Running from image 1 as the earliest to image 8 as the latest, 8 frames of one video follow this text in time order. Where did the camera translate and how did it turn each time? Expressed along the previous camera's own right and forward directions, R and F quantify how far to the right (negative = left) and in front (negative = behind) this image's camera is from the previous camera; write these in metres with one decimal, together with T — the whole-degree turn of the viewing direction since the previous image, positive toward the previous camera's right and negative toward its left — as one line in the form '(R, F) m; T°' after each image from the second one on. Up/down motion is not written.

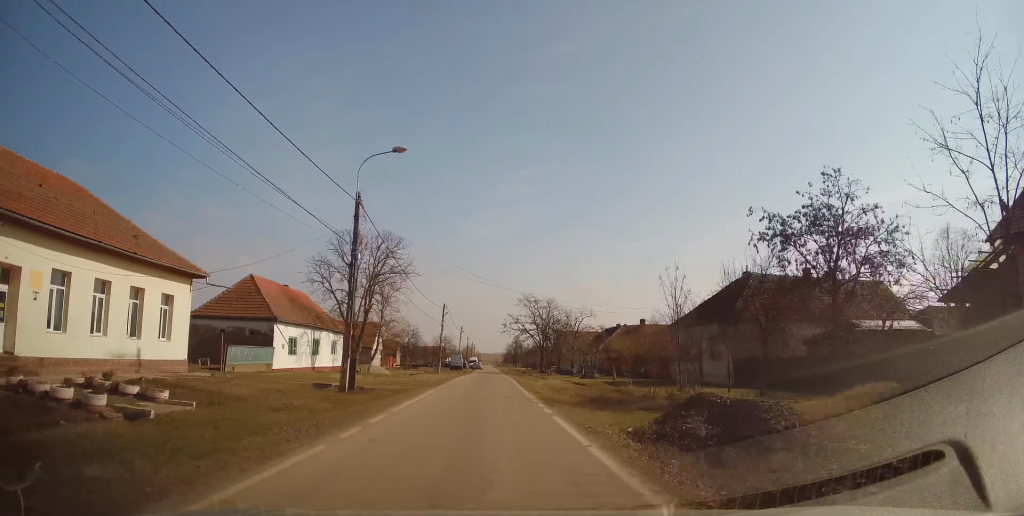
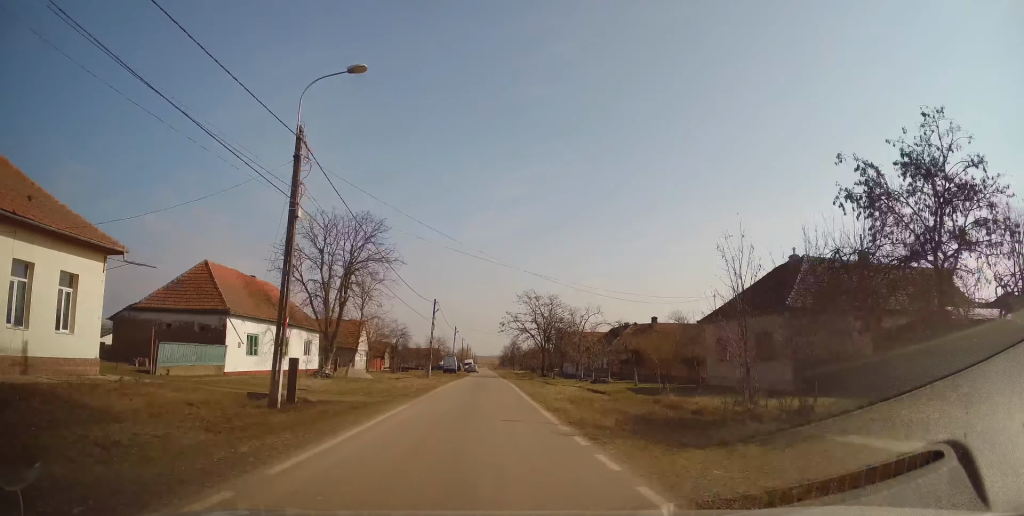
(+0.2, +6.4) m; 0°
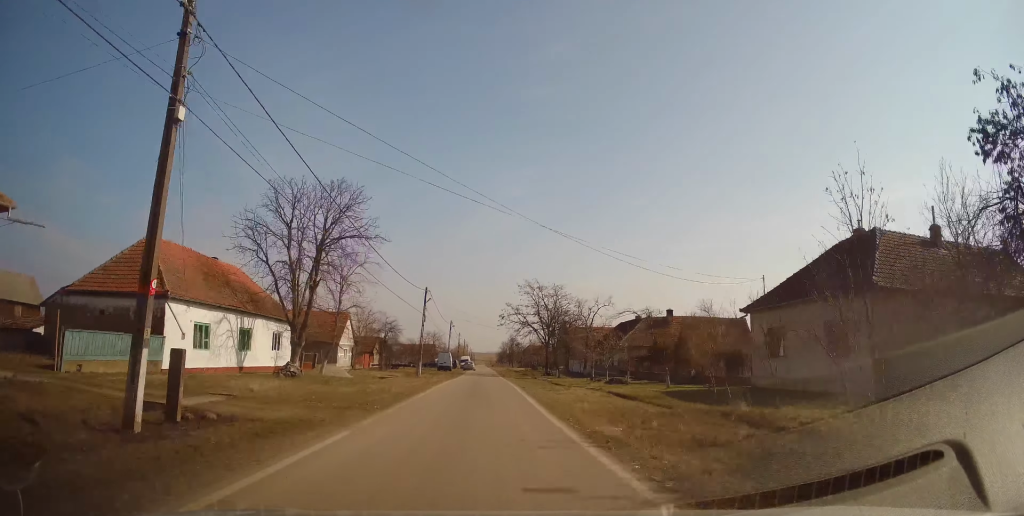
(0.0, +6.2) m; 0°
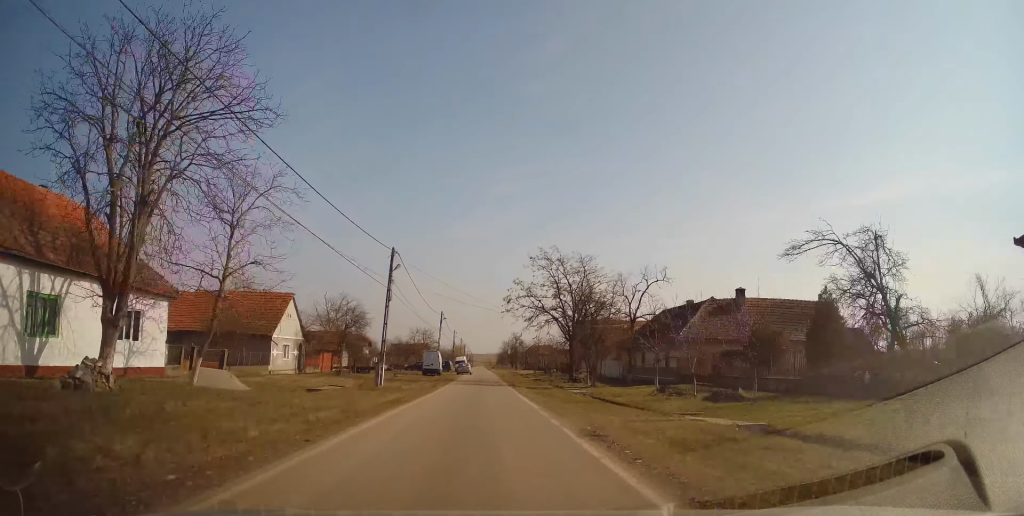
(-0.2, +17.8) m; 0°
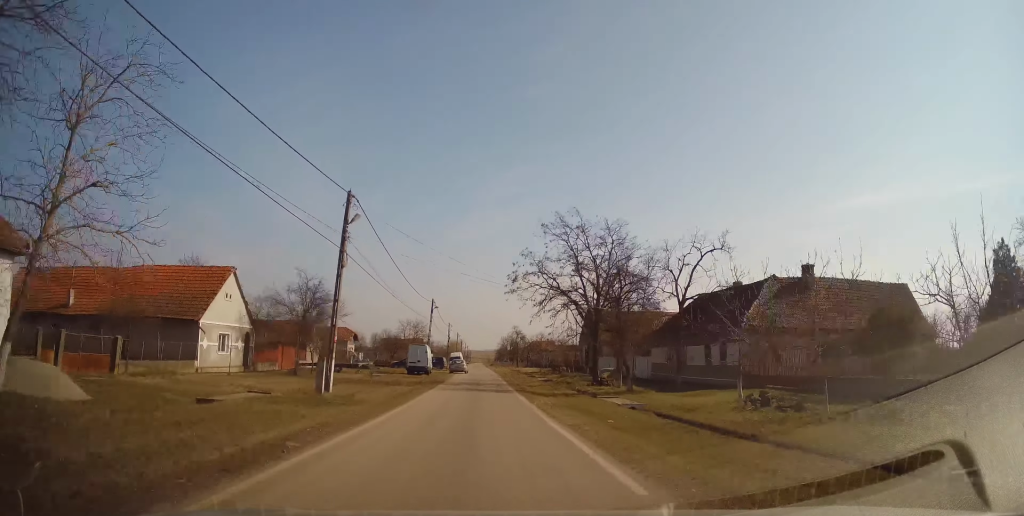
(+0.3, +10.1) m; 0°
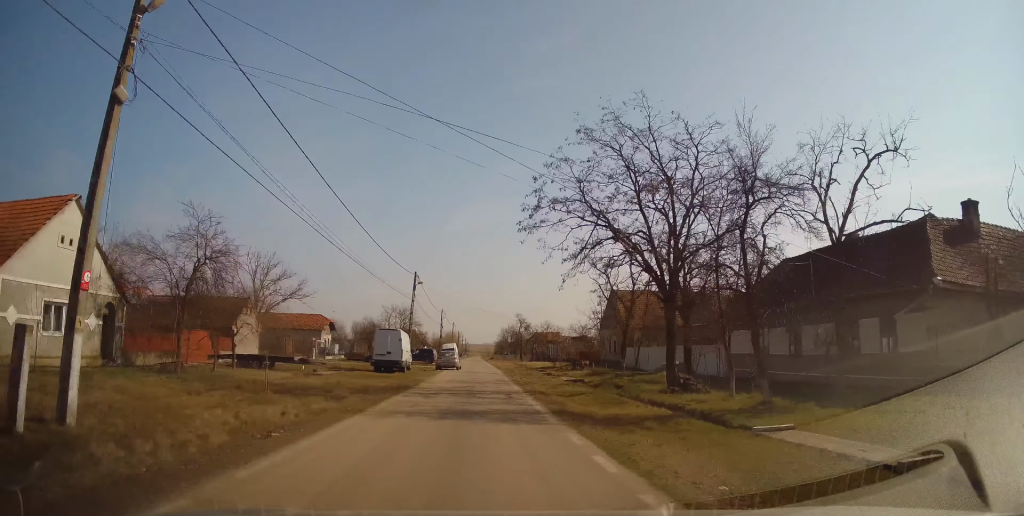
(-0.5, +13.9) m; 0°
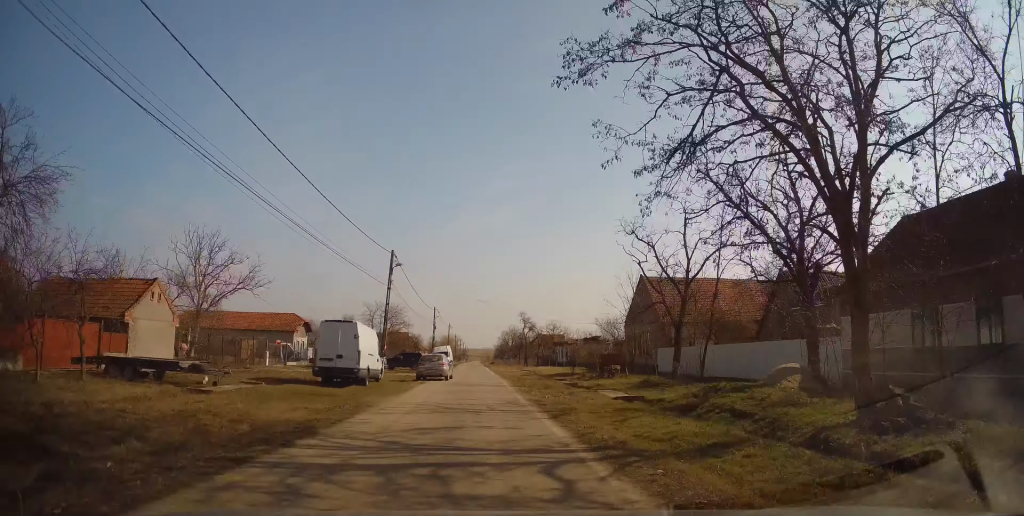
(+0.2, +10.7) m; +1°
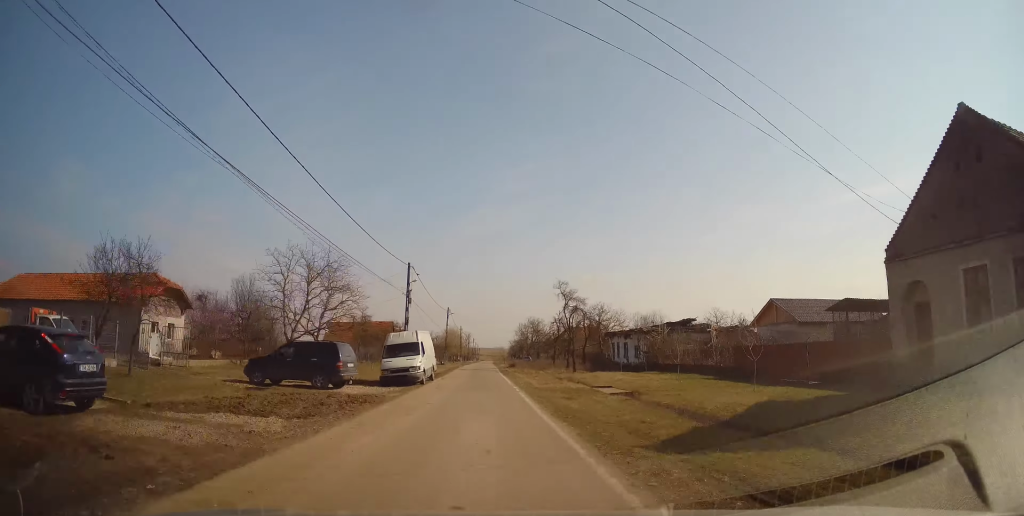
(0.0, +33.1) m; -1°
